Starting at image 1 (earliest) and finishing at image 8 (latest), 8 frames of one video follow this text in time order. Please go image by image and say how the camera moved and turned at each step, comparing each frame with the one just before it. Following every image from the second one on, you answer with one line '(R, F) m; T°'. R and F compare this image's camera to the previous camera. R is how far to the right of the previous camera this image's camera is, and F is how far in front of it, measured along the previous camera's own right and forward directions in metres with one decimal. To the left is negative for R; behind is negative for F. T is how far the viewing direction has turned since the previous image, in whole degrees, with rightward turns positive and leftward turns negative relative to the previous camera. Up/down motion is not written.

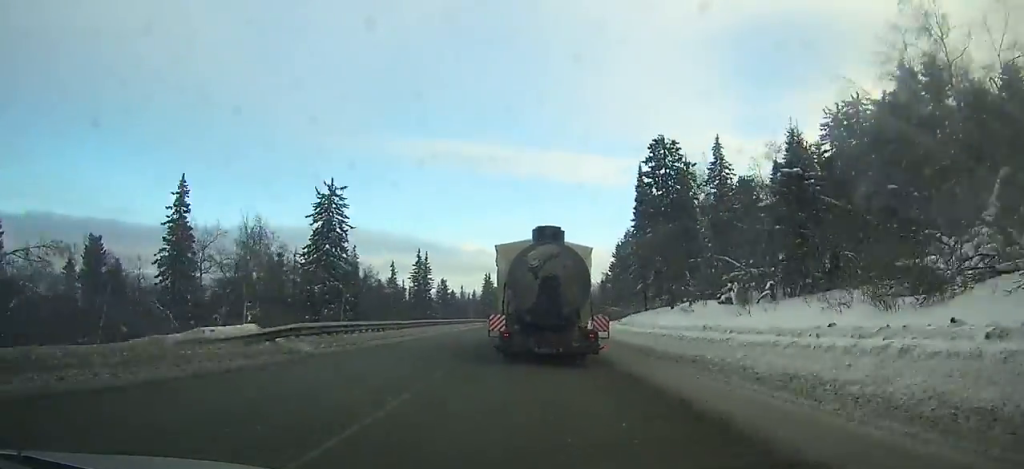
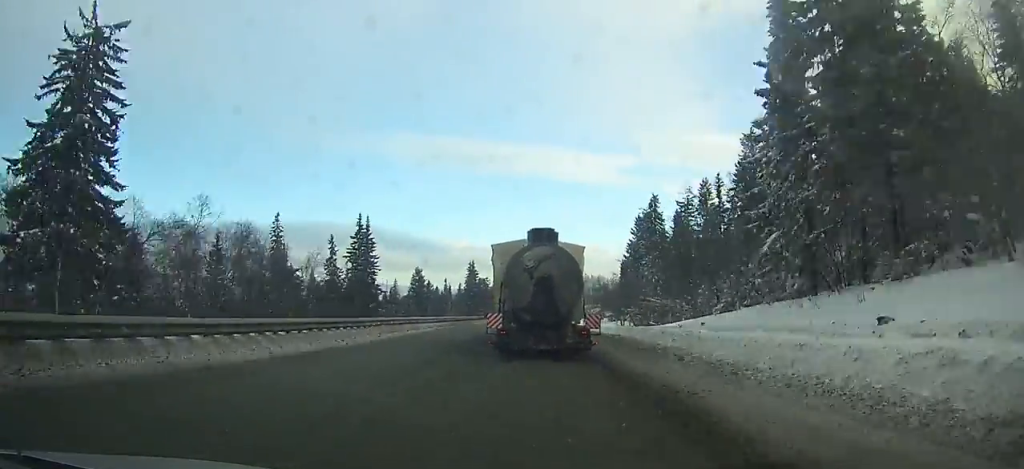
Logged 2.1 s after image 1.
(+0.2, +36.1) m; +1°
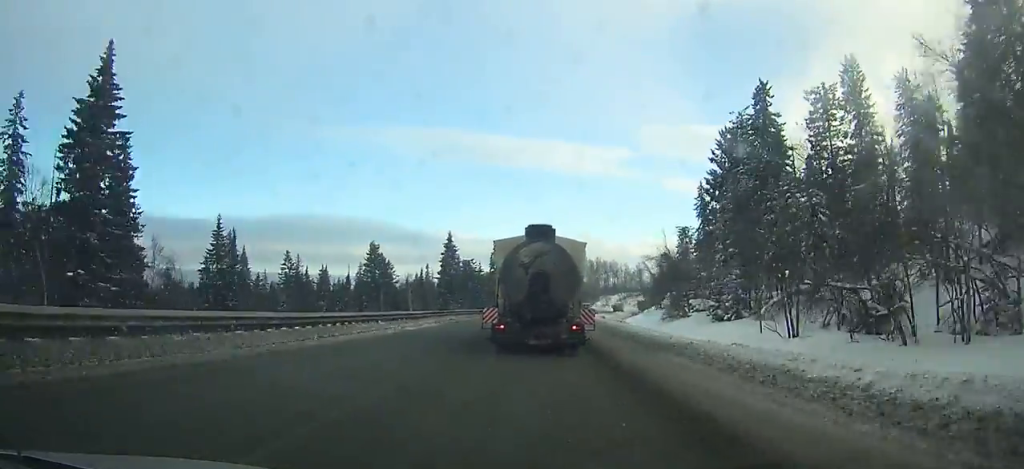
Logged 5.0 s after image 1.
(+0.7, +50.3) m; +2°
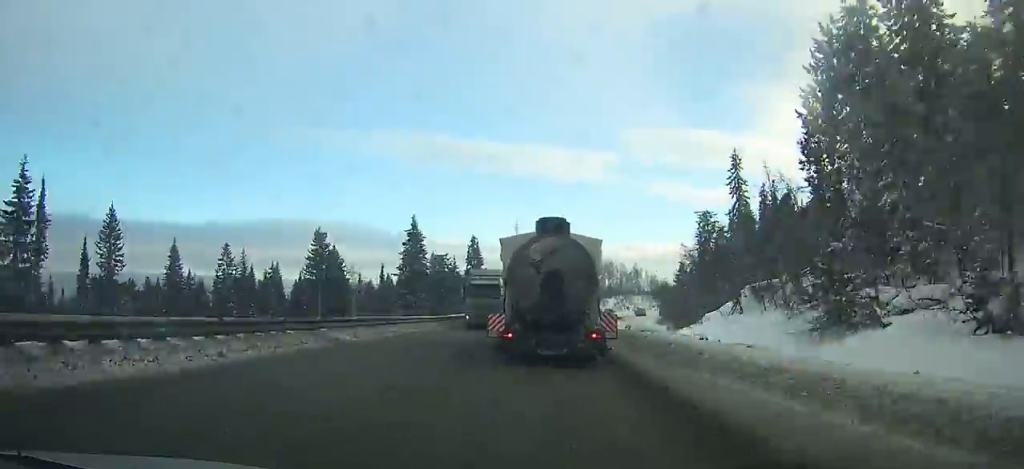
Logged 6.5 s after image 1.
(-0.1, +26.1) m; +1°
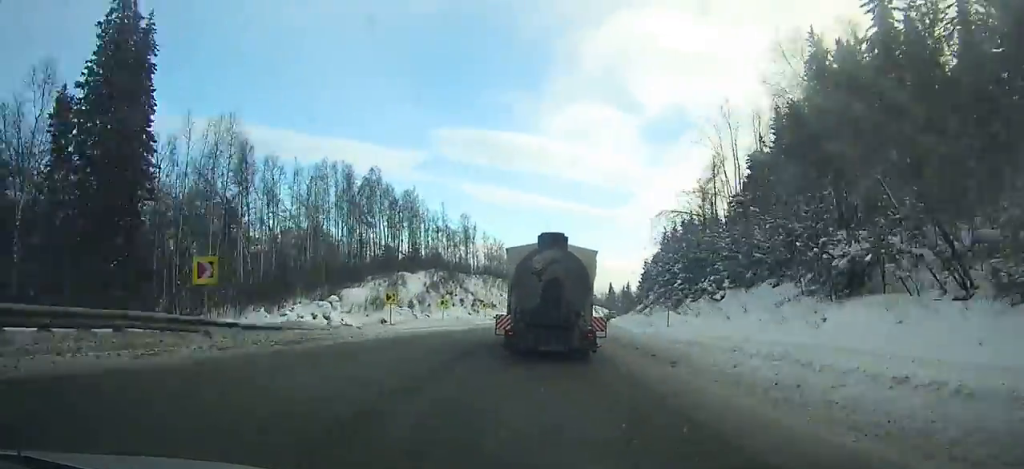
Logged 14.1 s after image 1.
(+18.4, +130.5) m; +18°
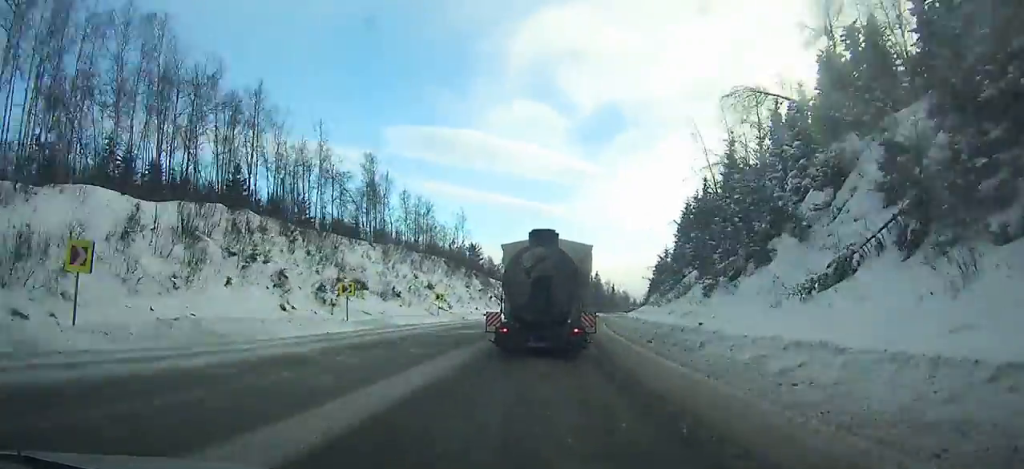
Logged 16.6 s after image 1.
(+2.6, +44.4) m; +7°
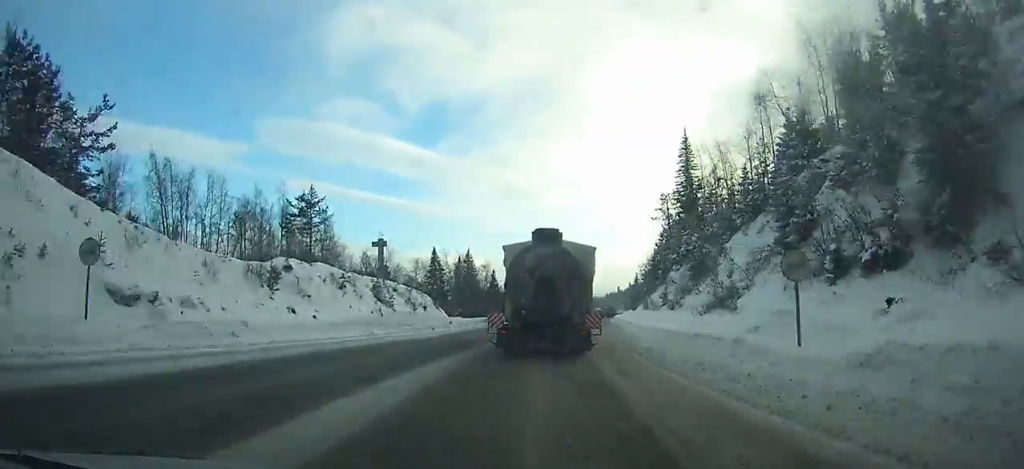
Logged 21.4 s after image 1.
(+8.2, +85.8) m; +11°
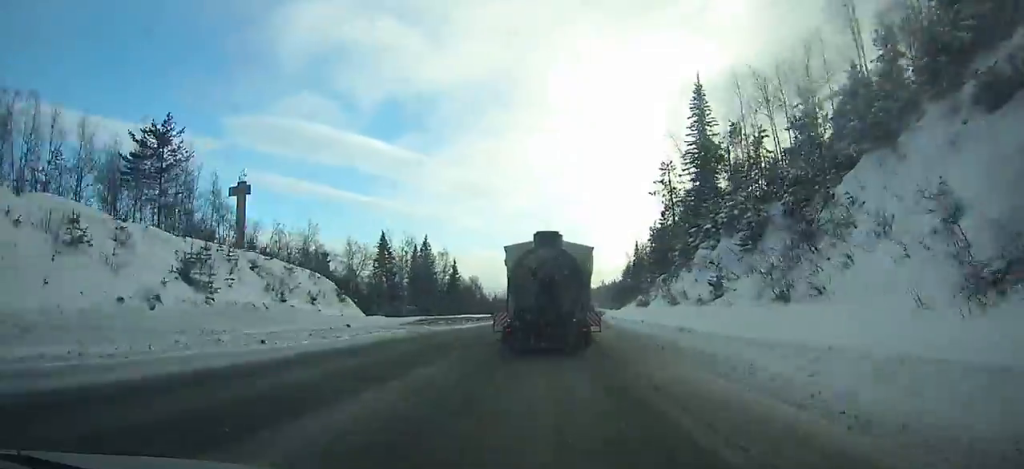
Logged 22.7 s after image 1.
(+0.9, +23.6) m; +2°
